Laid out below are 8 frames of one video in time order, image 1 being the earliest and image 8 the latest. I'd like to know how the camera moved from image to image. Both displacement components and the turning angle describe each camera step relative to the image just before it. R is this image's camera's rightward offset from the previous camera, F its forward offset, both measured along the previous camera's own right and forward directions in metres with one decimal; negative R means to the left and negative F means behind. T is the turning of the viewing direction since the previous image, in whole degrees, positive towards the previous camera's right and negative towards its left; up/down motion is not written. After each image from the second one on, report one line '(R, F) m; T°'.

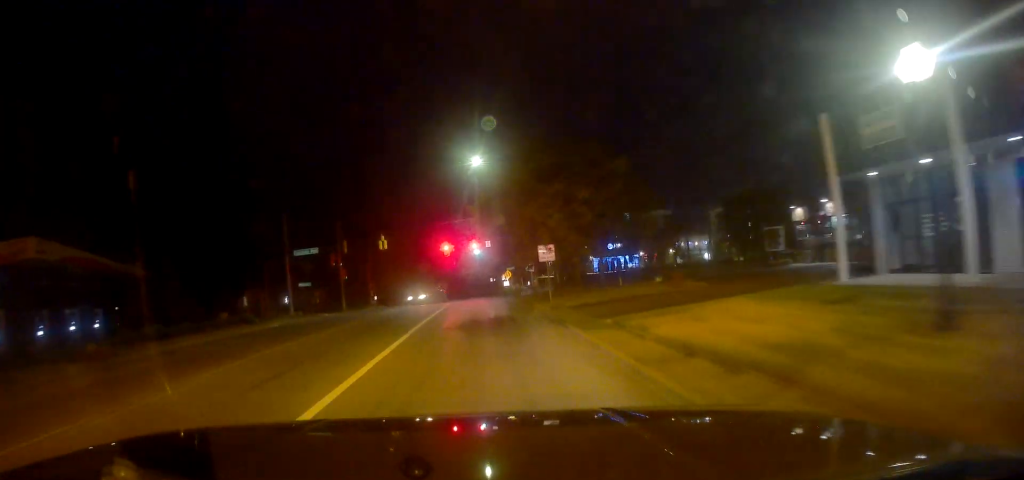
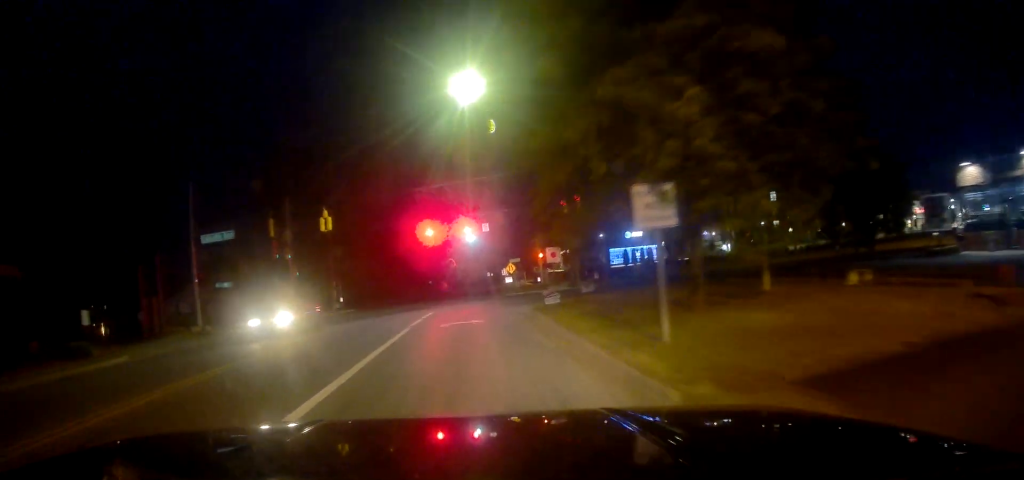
(+0.4, +18.1) m; +1°
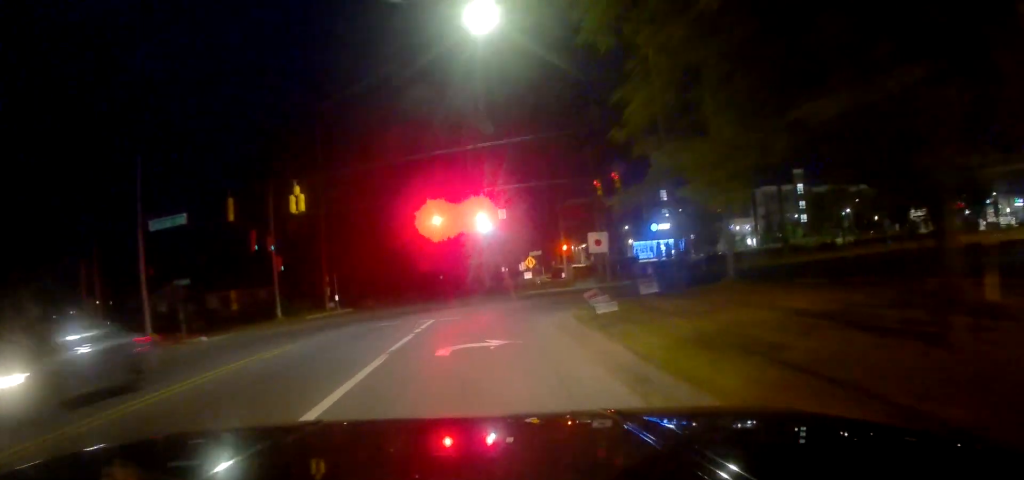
(+0.1, +8.0) m; -1°
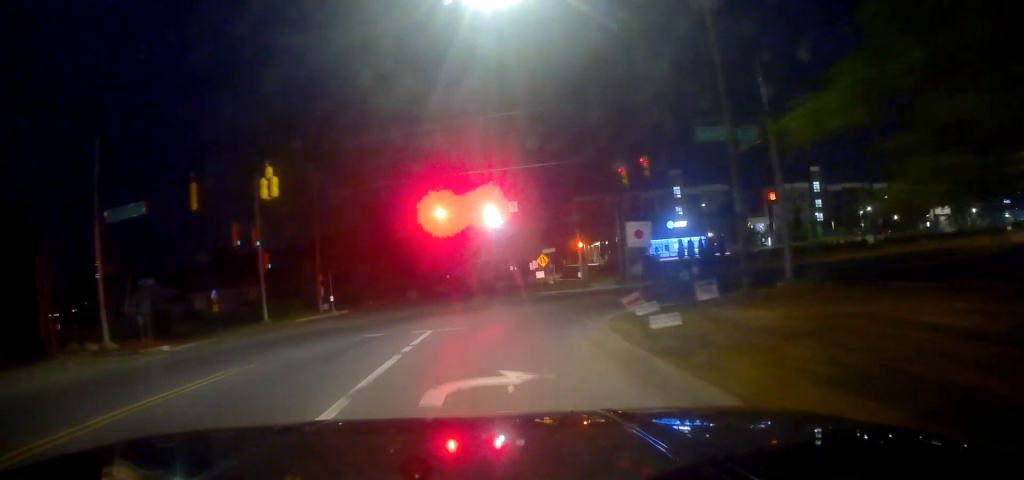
(-0.1, +4.7) m; 0°
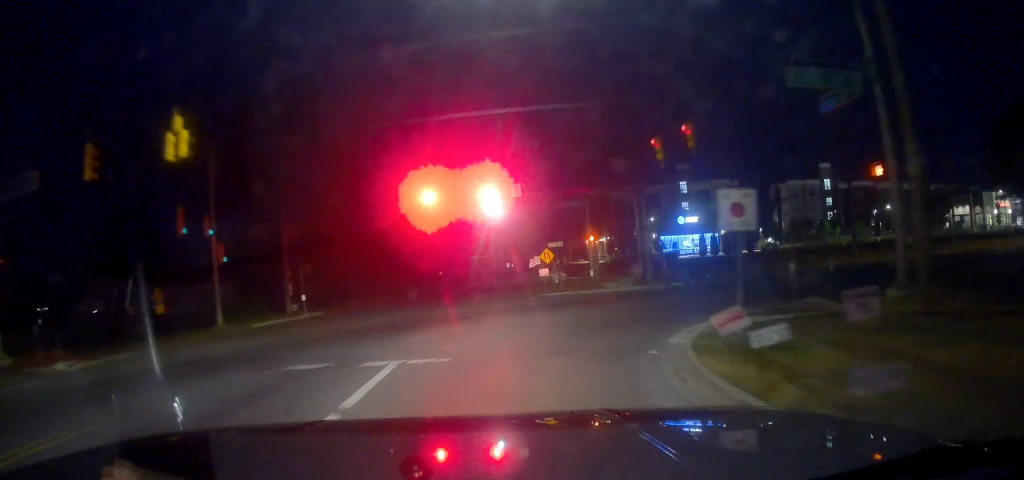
(-0.3, +7.7) m; 0°
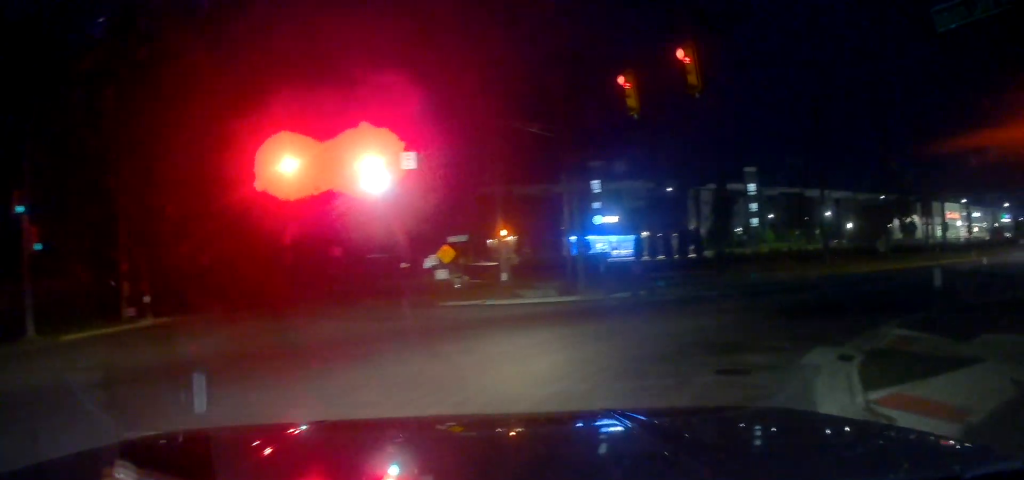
(+0.6, +10.9) m; +9°
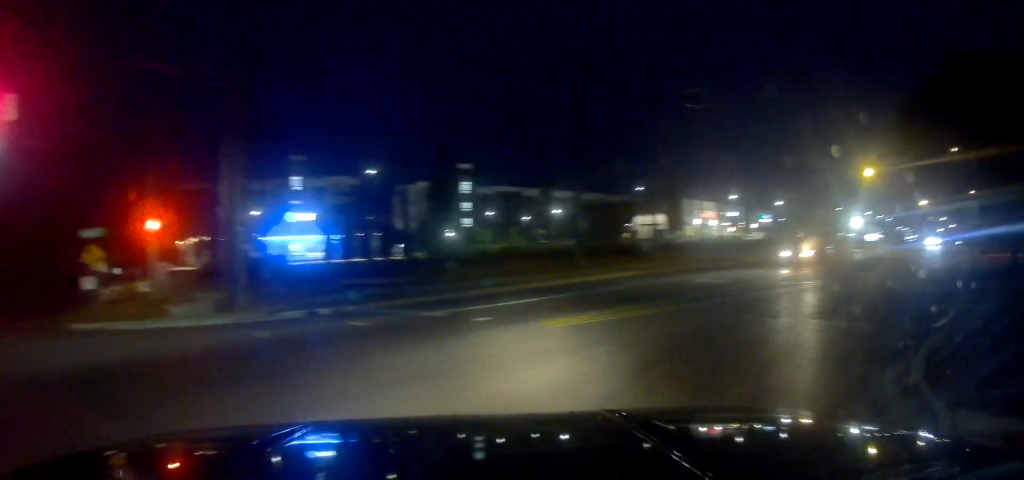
(+1.8, +10.1) m; +27°
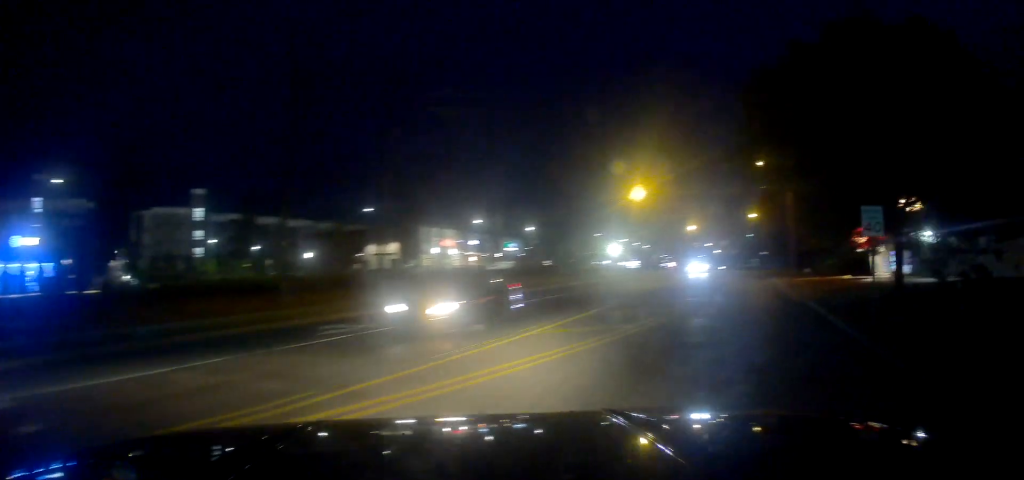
(+1.8, +7.3) m; +28°
